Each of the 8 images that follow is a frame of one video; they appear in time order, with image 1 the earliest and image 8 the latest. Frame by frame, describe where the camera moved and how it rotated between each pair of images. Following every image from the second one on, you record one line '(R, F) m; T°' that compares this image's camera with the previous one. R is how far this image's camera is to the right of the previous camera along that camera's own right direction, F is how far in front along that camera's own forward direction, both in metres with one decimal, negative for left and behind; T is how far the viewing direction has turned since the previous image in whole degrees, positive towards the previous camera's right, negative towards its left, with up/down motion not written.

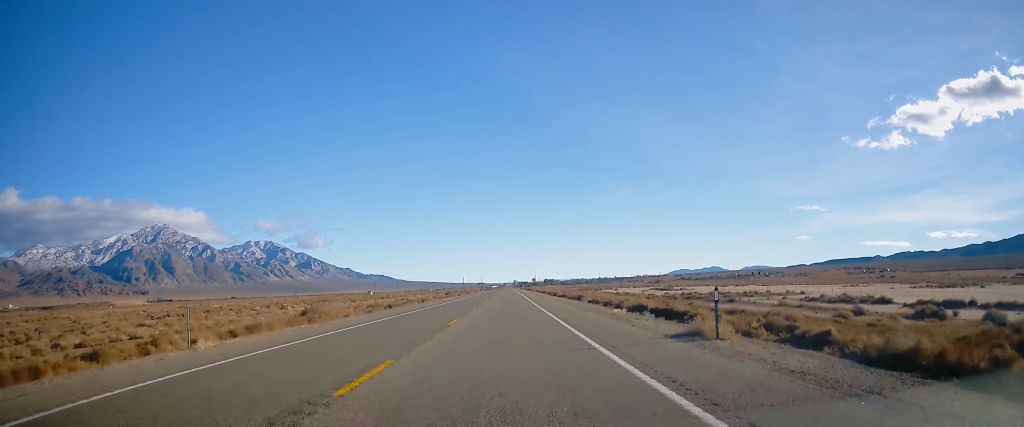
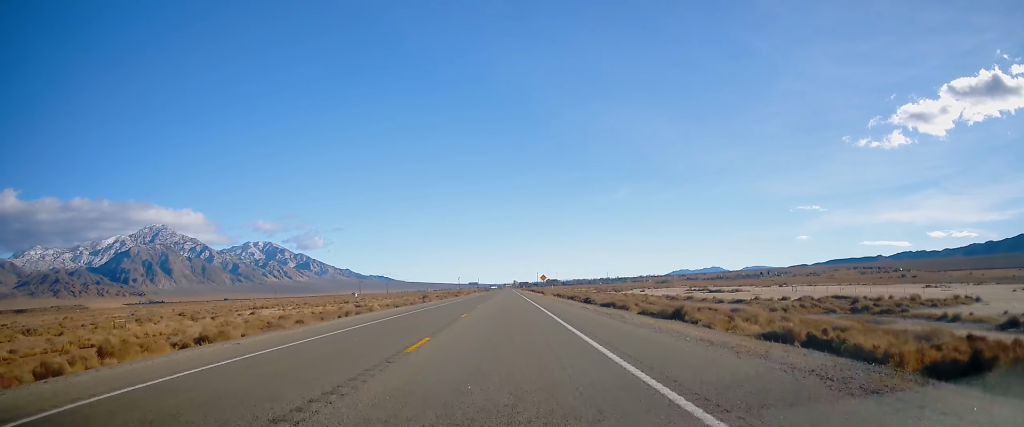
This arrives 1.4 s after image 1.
(-0.5, +44.0) m; 0°
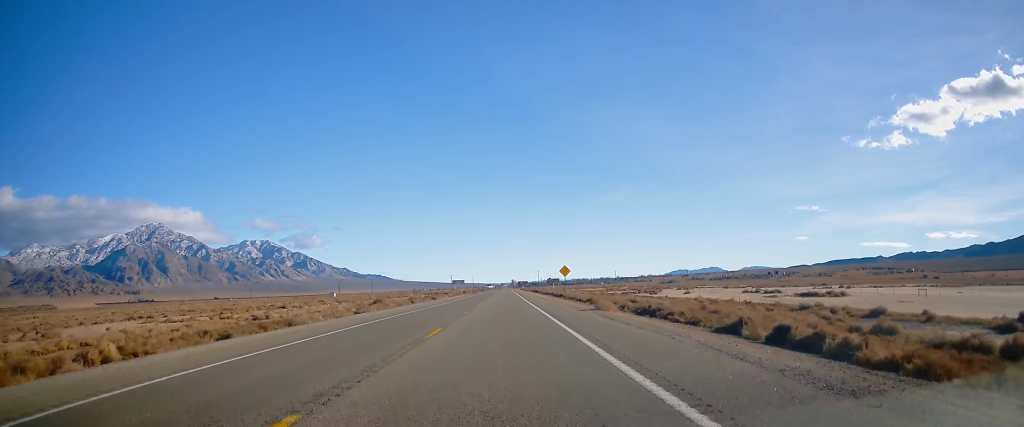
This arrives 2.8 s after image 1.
(+0.4, +45.2) m; 0°
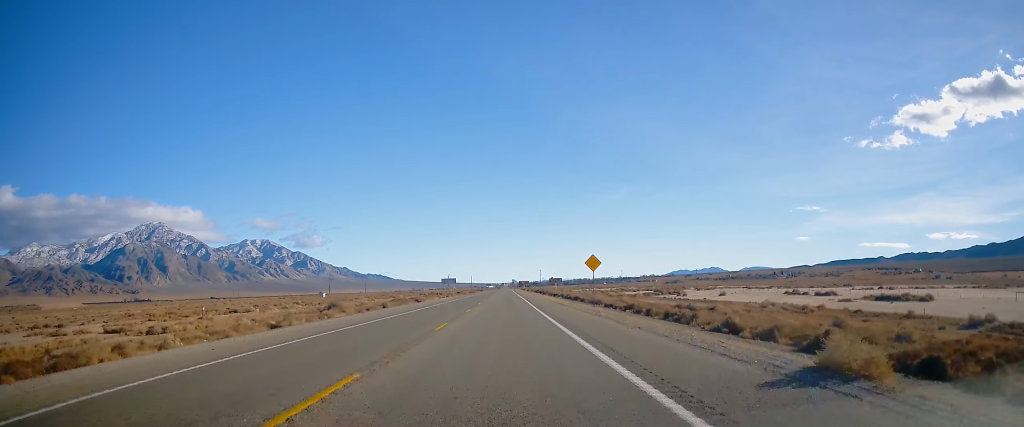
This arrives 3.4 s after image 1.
(-0.1, +21.7) m; 0°
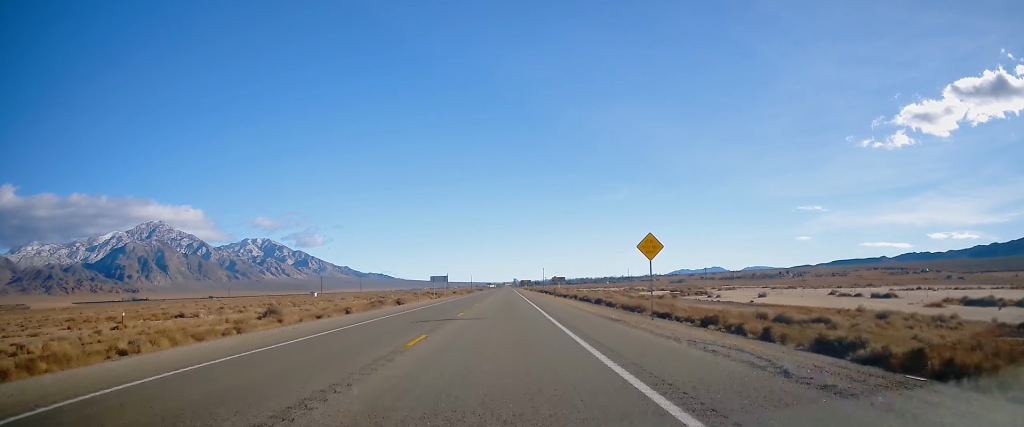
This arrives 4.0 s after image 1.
(0.0, +17.3) m; 0°
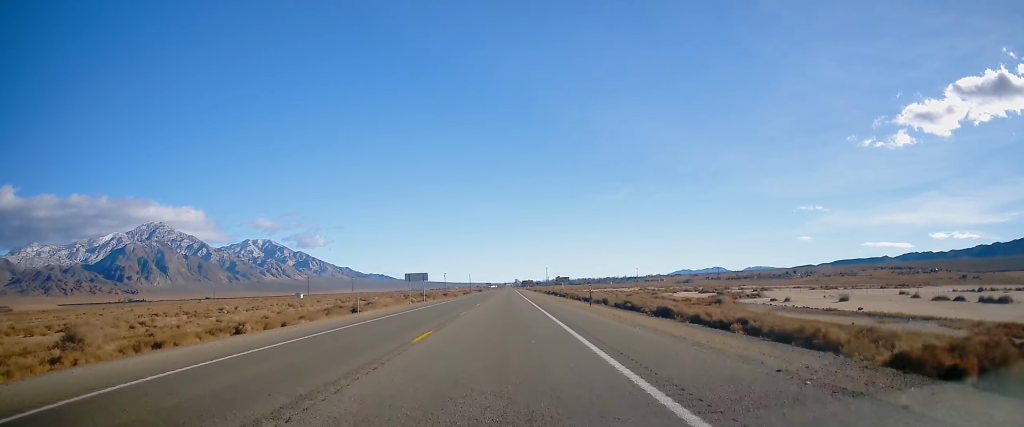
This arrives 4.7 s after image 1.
(0.0, +23.9) m; 0°
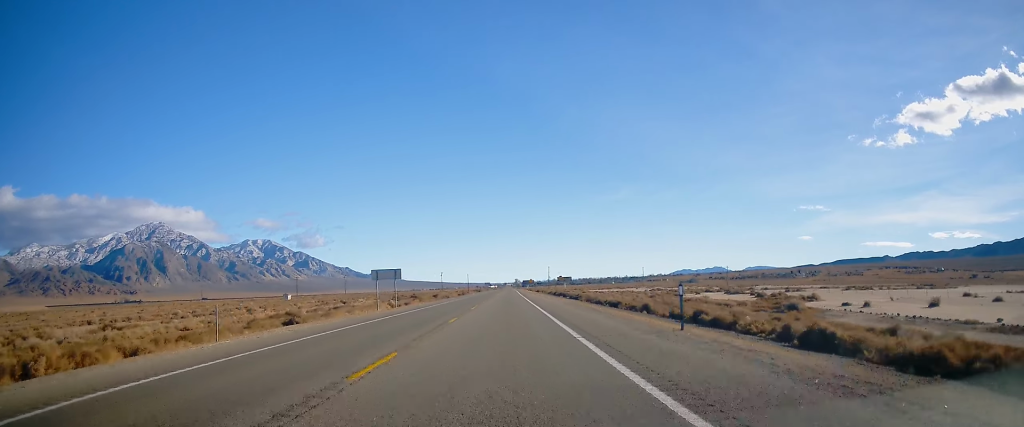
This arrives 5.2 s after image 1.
(0.0, +17.4) m; 0°
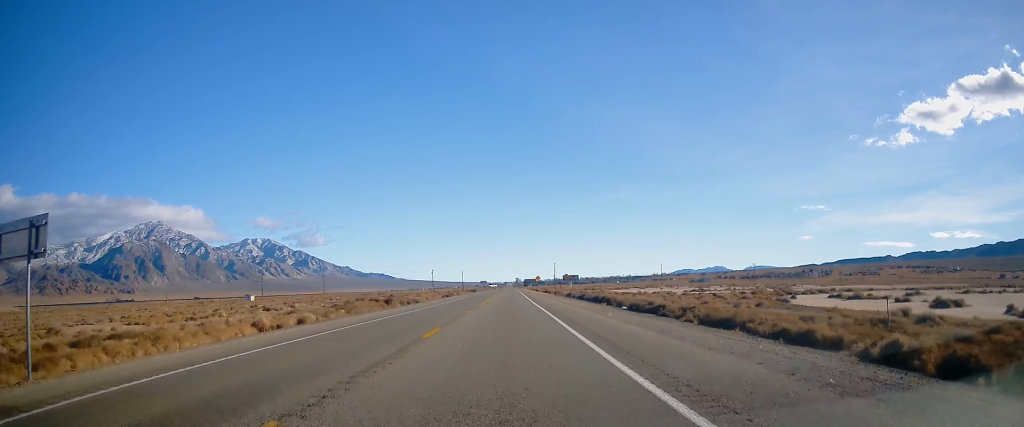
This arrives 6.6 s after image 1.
(0.0, +42.9) m; 0°
